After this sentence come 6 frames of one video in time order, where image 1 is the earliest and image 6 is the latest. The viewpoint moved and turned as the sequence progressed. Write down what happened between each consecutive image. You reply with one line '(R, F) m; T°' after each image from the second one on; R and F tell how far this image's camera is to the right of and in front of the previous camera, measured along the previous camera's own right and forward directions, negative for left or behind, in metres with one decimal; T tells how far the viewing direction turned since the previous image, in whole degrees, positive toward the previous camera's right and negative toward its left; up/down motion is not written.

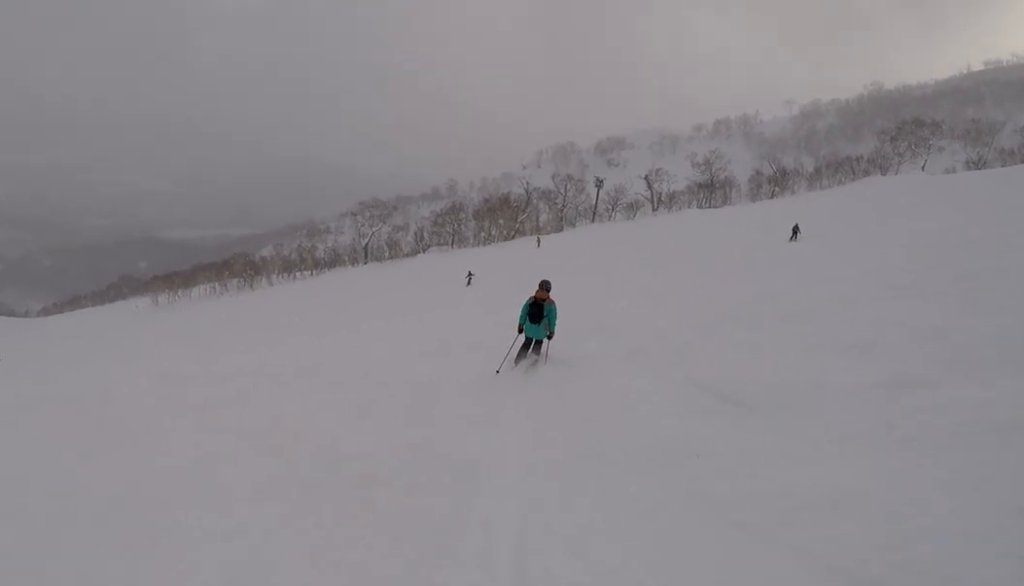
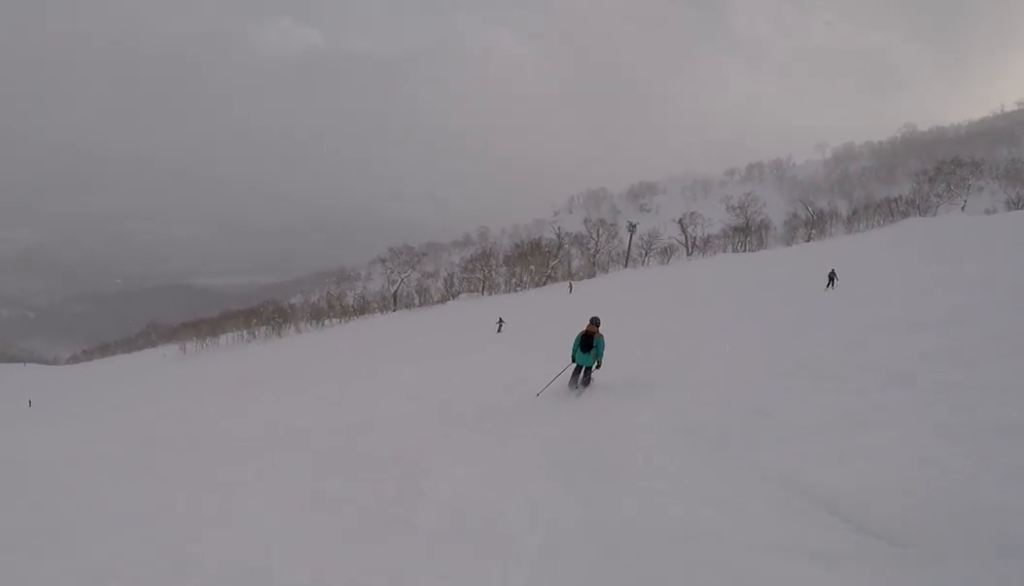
(0.0, +2.9) m; +1°
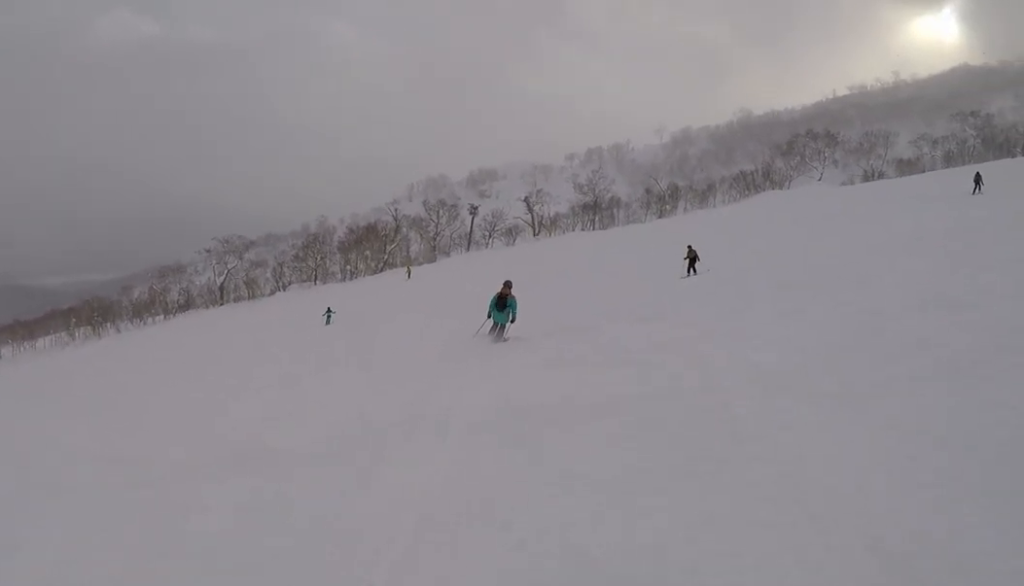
(+0.7, +10.2) m; +5°
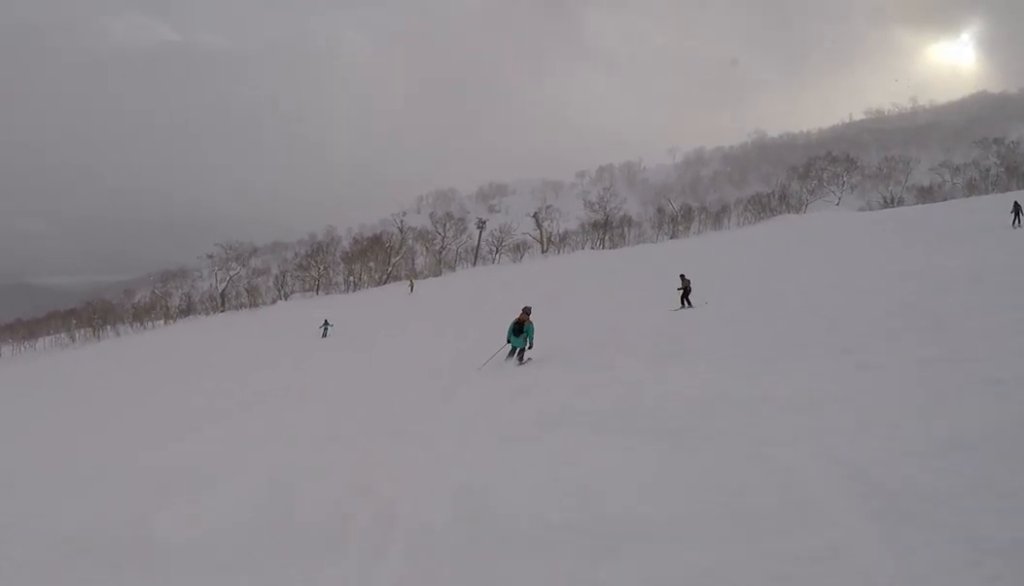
(0.0, +2.4) m; +2°
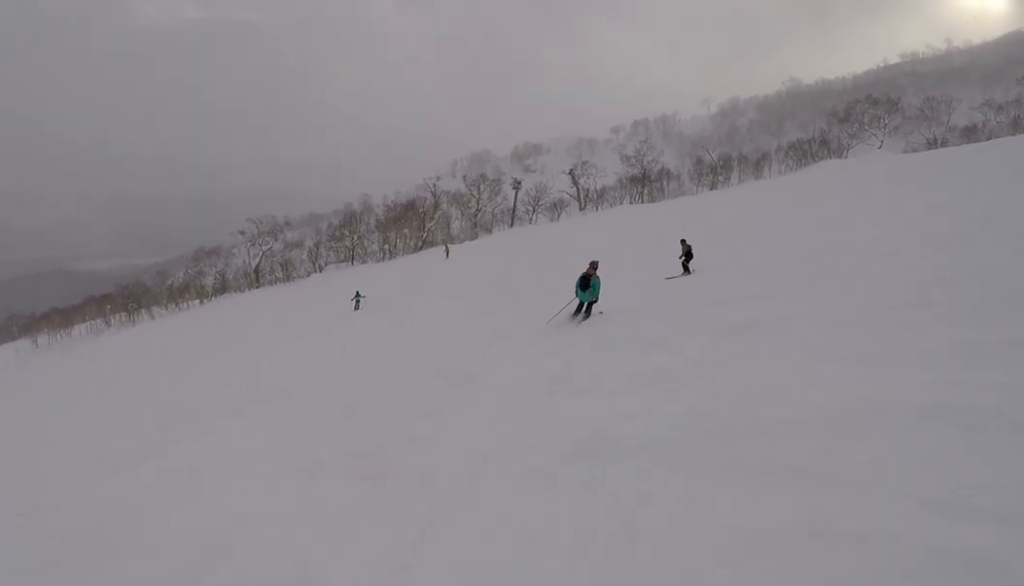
(-0.1, +2.7) m; +2°
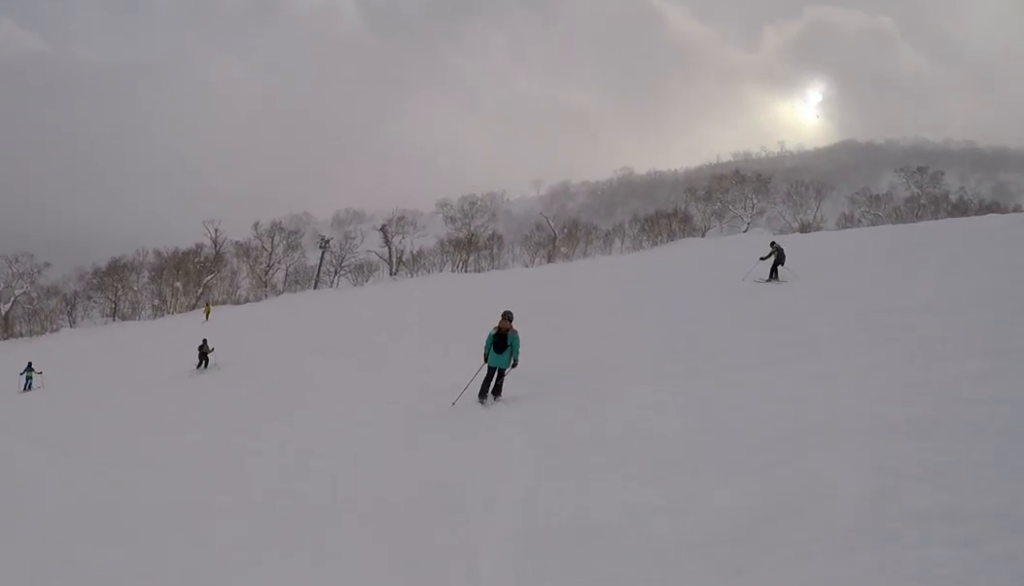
(-0.4, +19.0) m; +10°
